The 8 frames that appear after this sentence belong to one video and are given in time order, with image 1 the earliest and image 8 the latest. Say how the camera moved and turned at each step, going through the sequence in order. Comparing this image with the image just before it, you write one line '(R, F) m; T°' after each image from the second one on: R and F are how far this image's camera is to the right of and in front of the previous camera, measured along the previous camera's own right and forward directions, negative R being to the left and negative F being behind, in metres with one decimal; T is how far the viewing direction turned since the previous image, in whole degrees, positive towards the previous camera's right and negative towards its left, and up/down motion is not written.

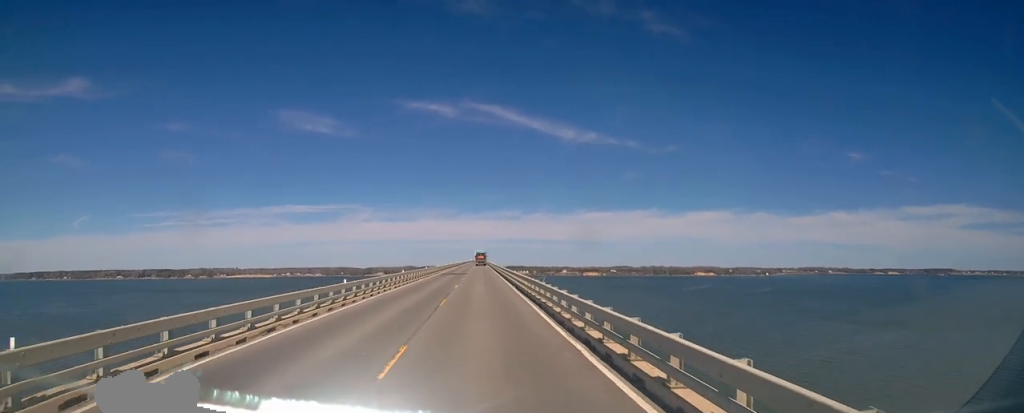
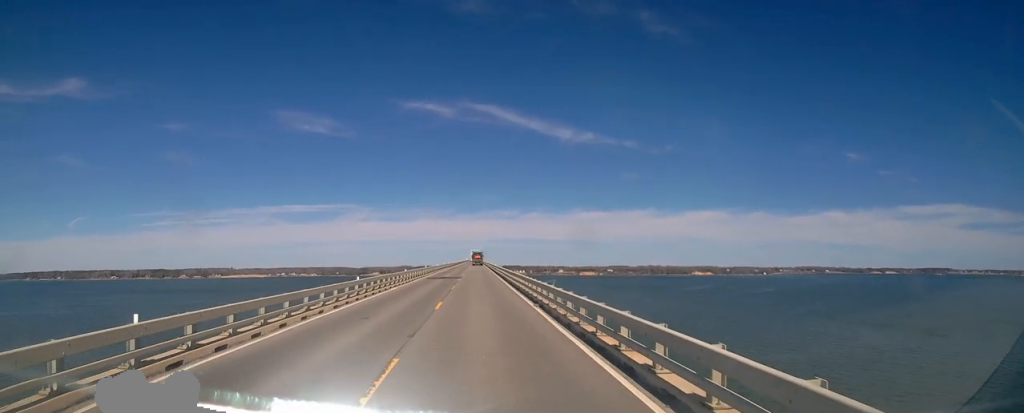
(-0.3, +13.9) m; 0°
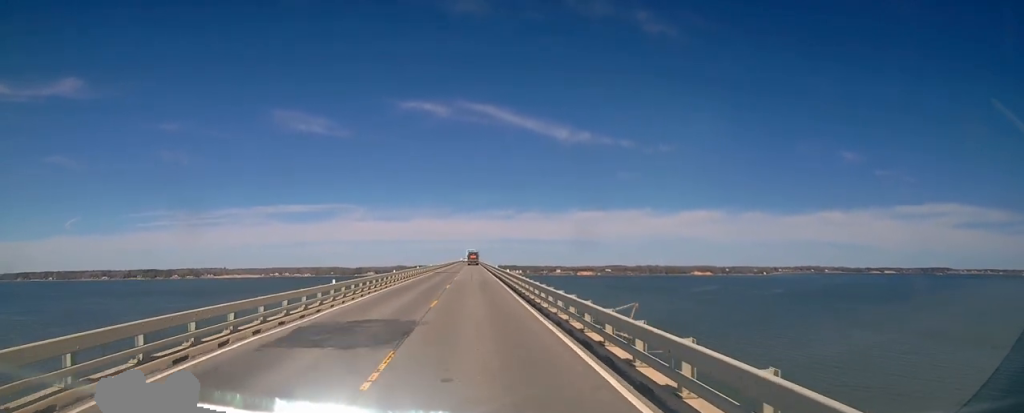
(+0.7, +36.0) m; +1°
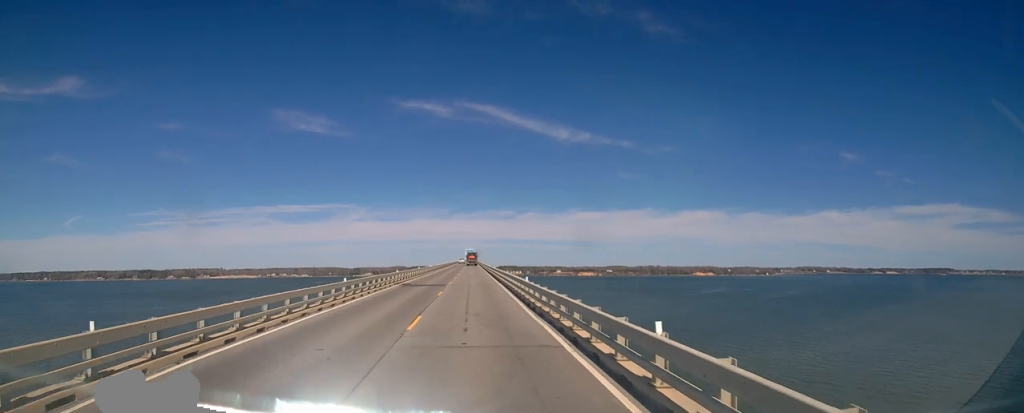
(-0.1, +30.5) m; 0°
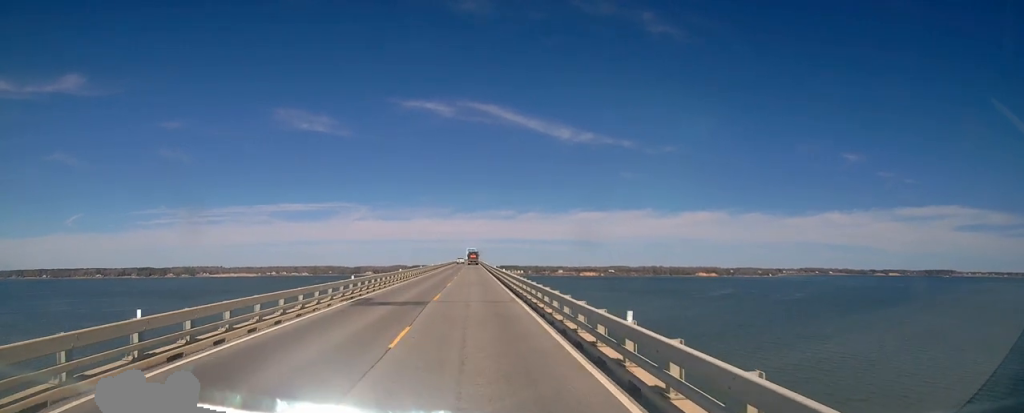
(-0.1, +15.3) m; 0°
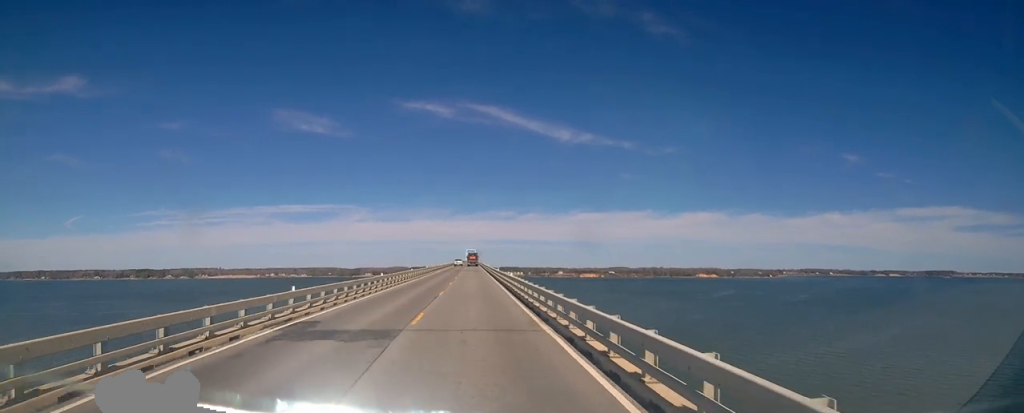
(+0.1, +8.3) m; 0°
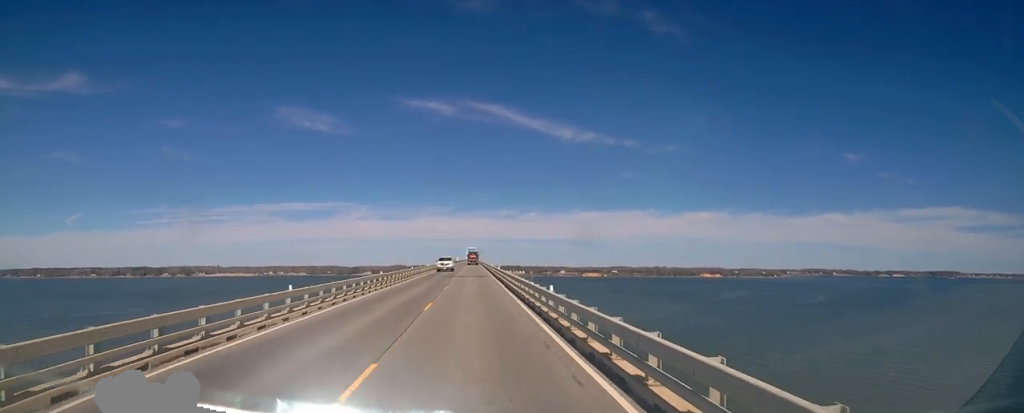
(-0.3, +33.2) m; 0°
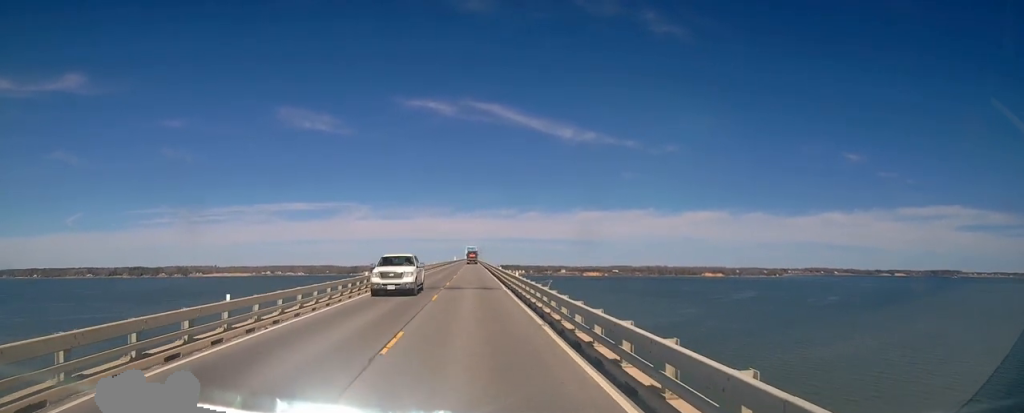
(+0.3, +20.8) m; 0°
